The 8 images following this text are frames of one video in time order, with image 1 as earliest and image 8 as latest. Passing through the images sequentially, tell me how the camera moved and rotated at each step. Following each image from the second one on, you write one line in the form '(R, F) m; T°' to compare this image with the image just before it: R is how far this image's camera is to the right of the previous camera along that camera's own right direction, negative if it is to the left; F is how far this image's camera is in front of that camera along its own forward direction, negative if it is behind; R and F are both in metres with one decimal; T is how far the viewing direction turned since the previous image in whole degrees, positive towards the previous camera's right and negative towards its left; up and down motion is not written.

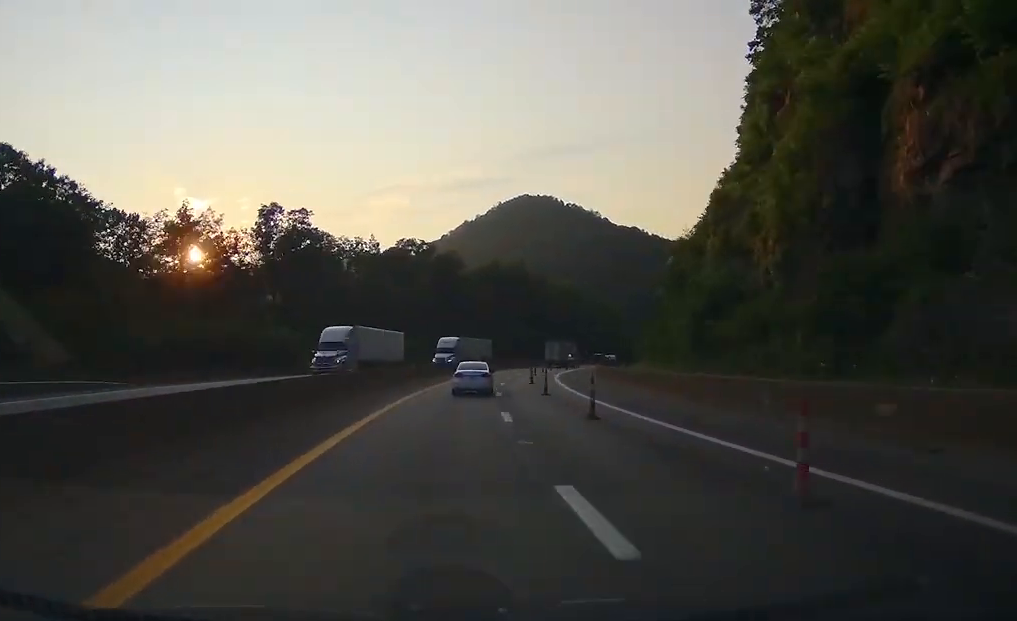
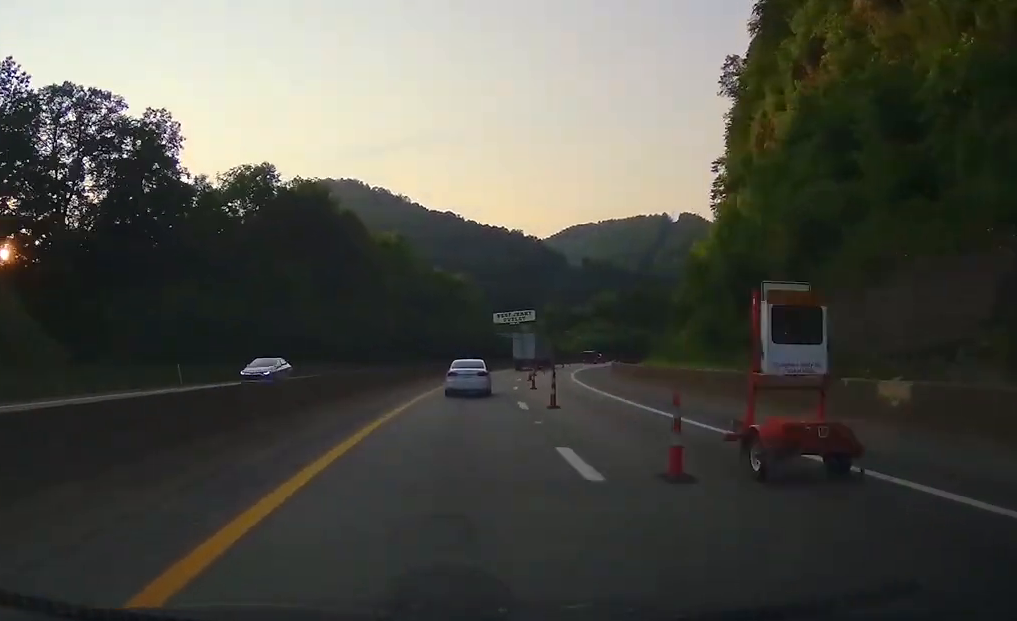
(+11.4, +96.4) m; +16°
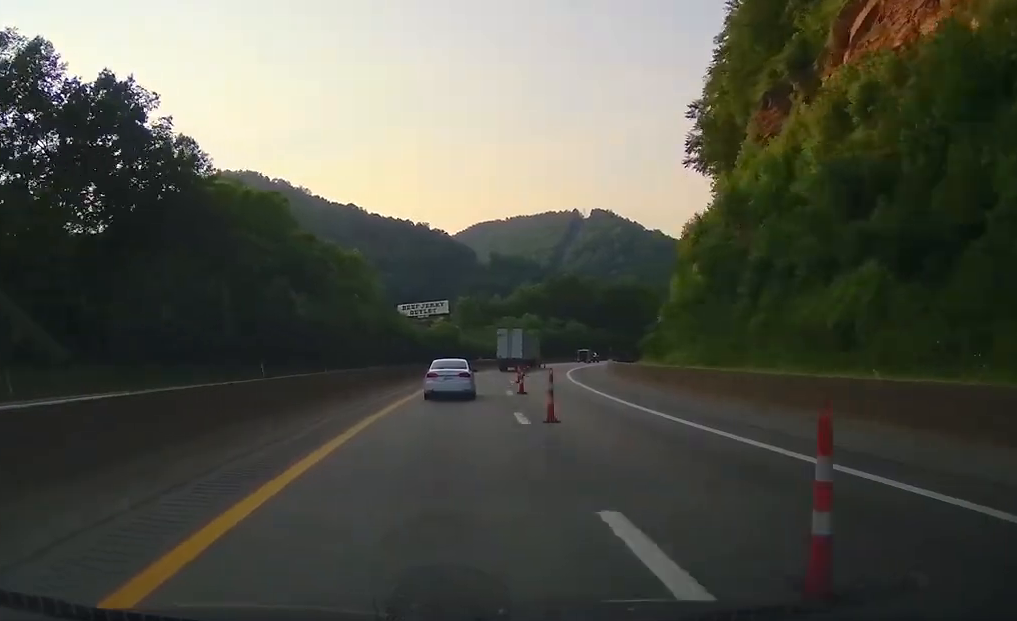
(+4.7, +42.1) m; +8°
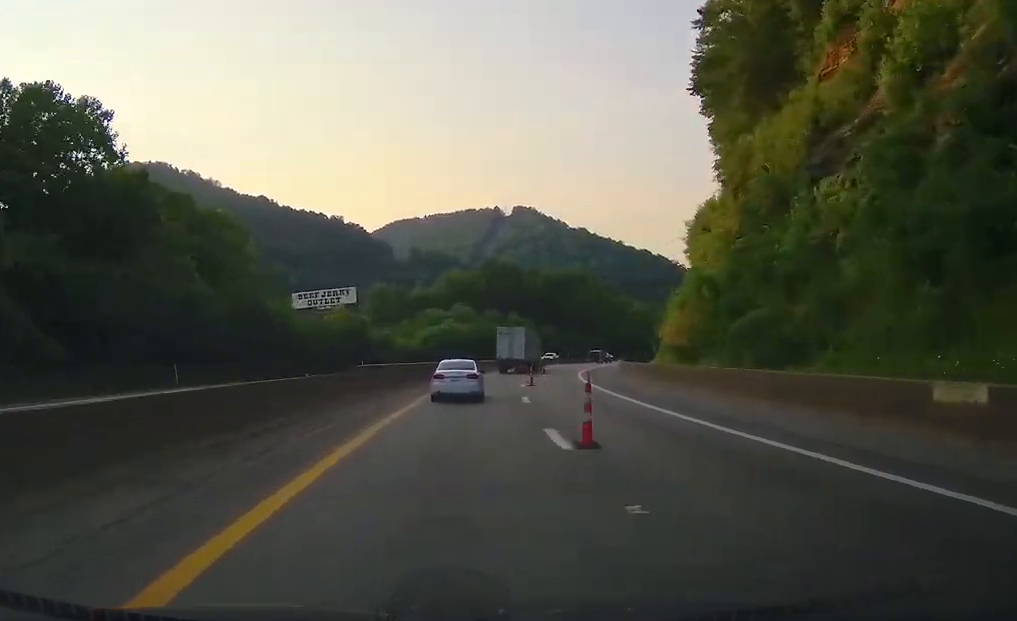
(+0.7, +42.5) m; +8°
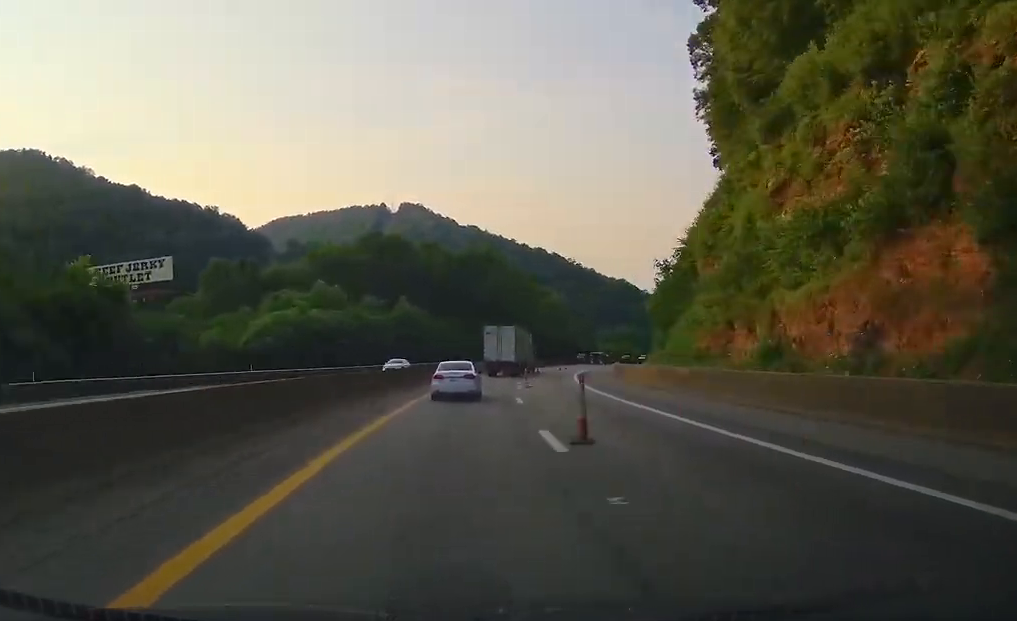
(+6.5, +52.0) m; +10°
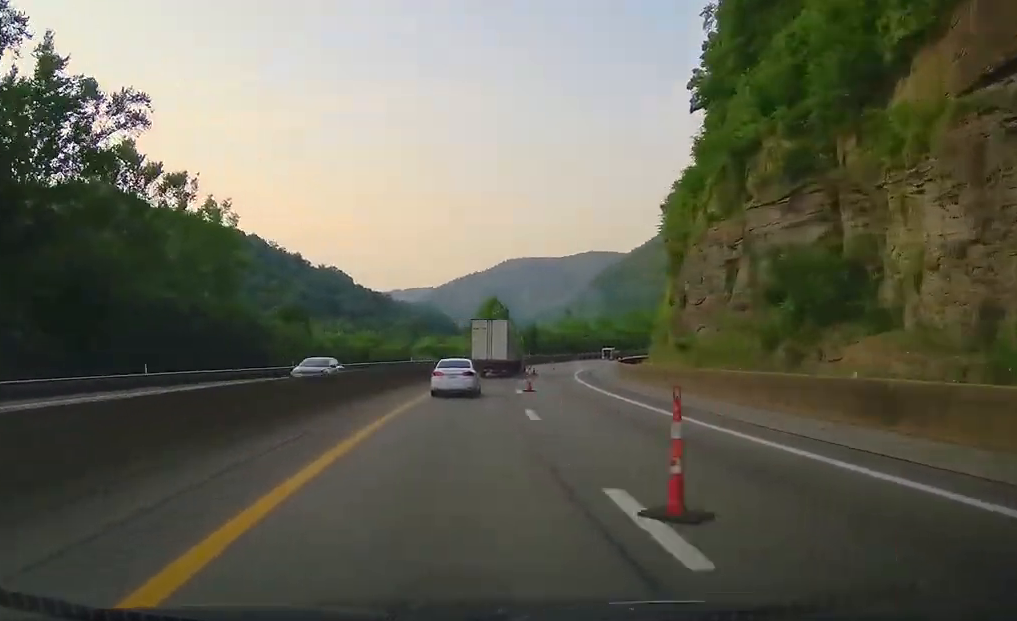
(+26.5, +129.9) m; +24°
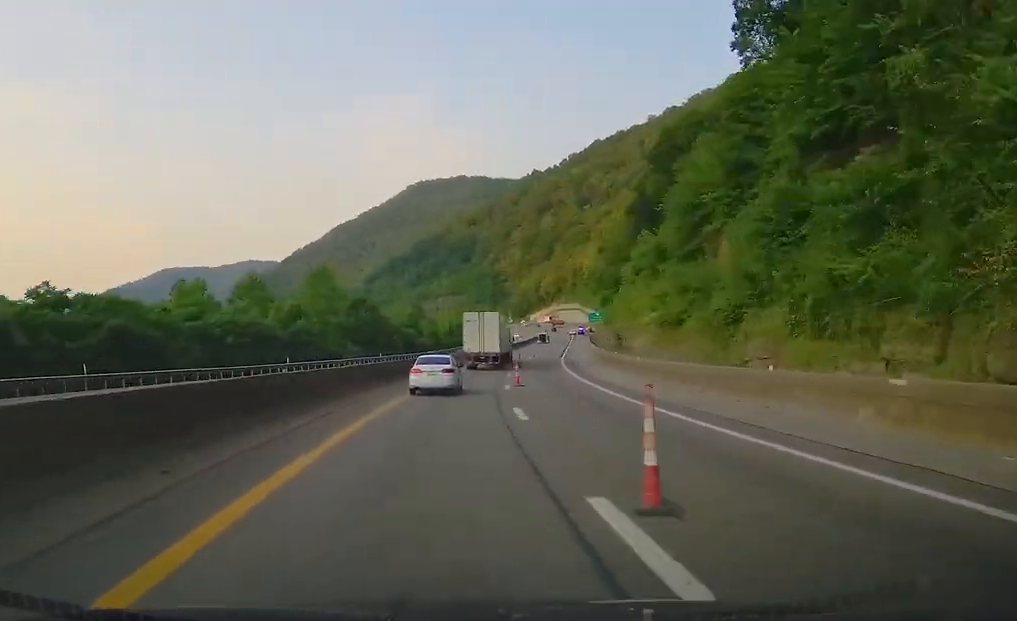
(+38.0, +147.0) m; +25°
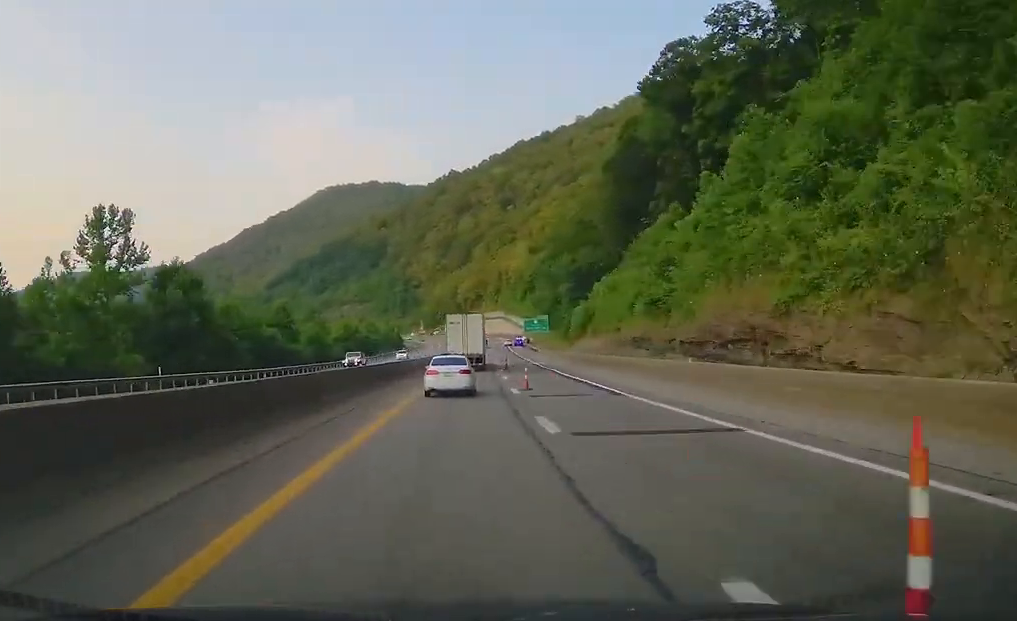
(+3.2, +53.4) m; +4°
